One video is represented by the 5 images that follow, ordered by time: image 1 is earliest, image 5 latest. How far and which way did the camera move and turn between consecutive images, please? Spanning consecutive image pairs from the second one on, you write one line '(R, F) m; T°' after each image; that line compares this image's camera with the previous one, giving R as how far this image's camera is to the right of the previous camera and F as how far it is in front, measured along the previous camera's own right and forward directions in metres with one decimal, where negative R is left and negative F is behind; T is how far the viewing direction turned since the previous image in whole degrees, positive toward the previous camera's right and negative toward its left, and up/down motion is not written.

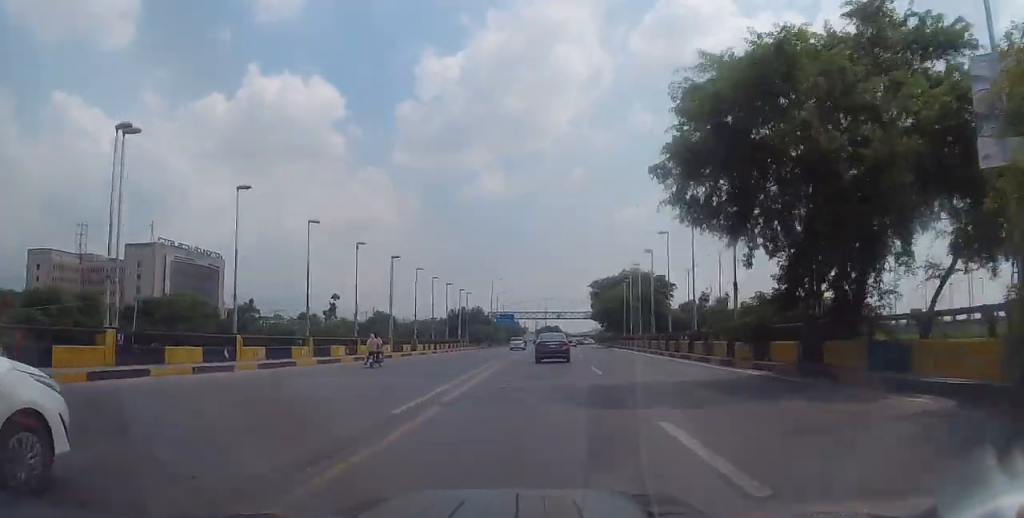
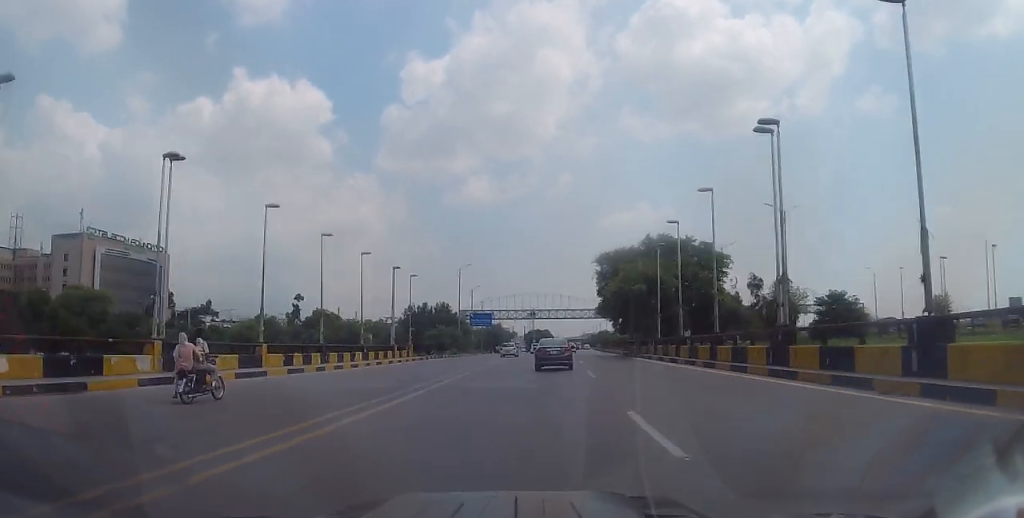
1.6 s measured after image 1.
(-0.4, +30.2) m; -1°
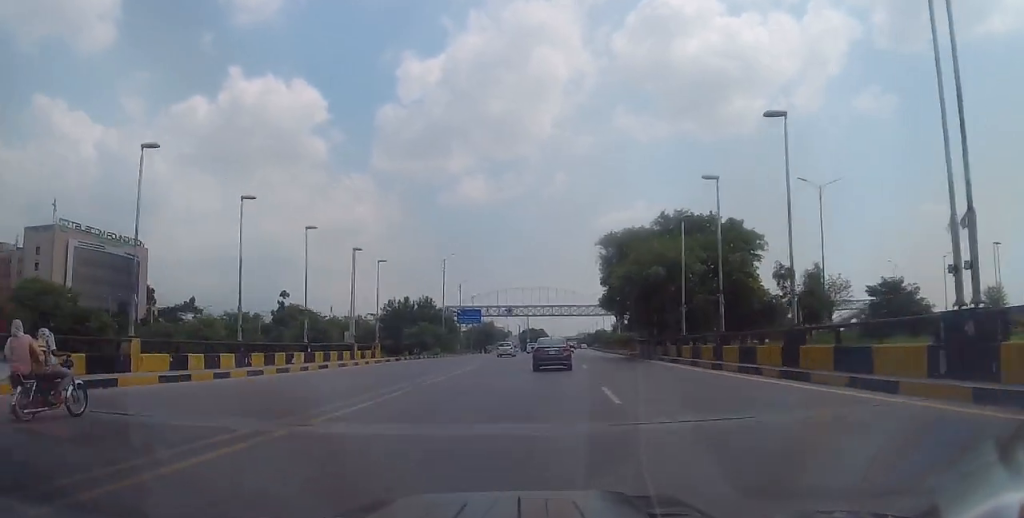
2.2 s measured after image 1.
(0.0, +9.7) m; +1°
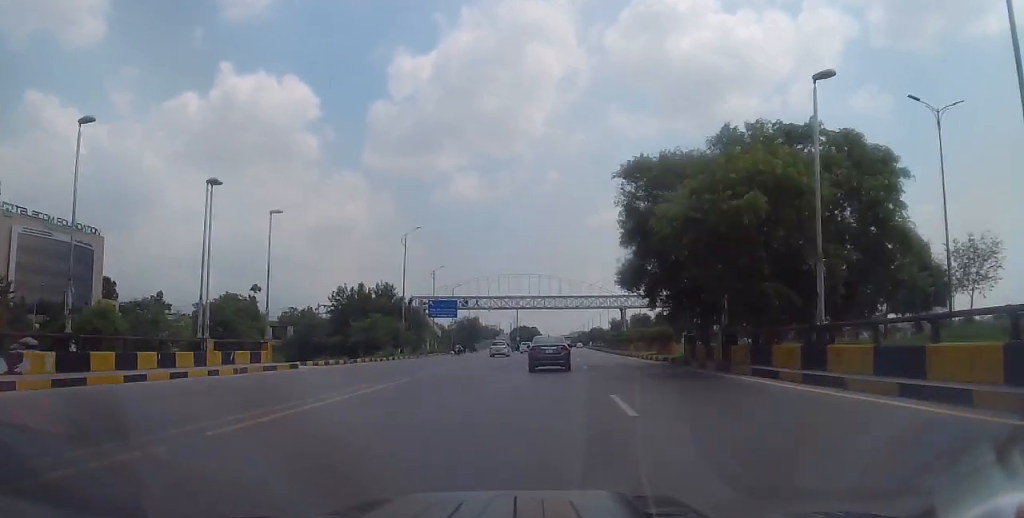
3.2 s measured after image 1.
(+0.3, +18.7) m; +2°
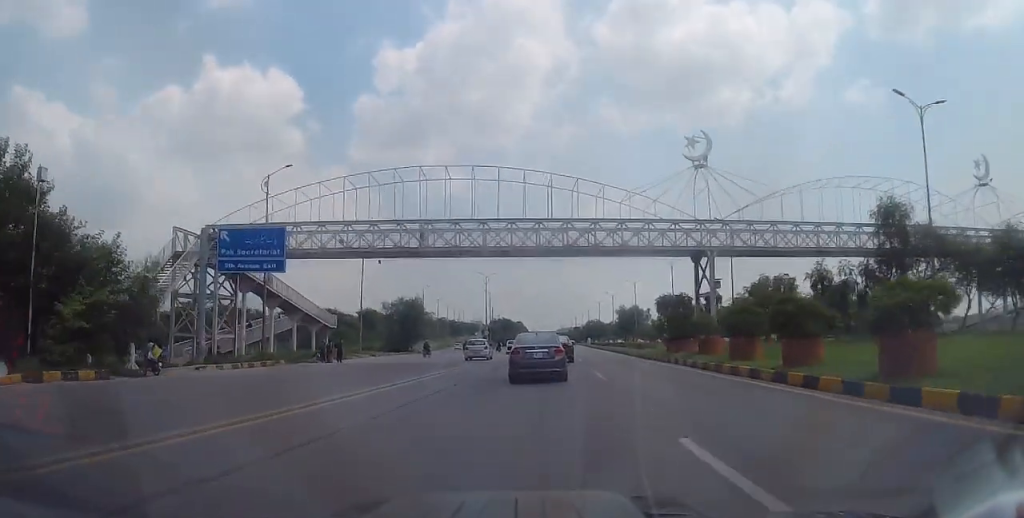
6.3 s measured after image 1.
(0.0, +53.2) m; 0°
